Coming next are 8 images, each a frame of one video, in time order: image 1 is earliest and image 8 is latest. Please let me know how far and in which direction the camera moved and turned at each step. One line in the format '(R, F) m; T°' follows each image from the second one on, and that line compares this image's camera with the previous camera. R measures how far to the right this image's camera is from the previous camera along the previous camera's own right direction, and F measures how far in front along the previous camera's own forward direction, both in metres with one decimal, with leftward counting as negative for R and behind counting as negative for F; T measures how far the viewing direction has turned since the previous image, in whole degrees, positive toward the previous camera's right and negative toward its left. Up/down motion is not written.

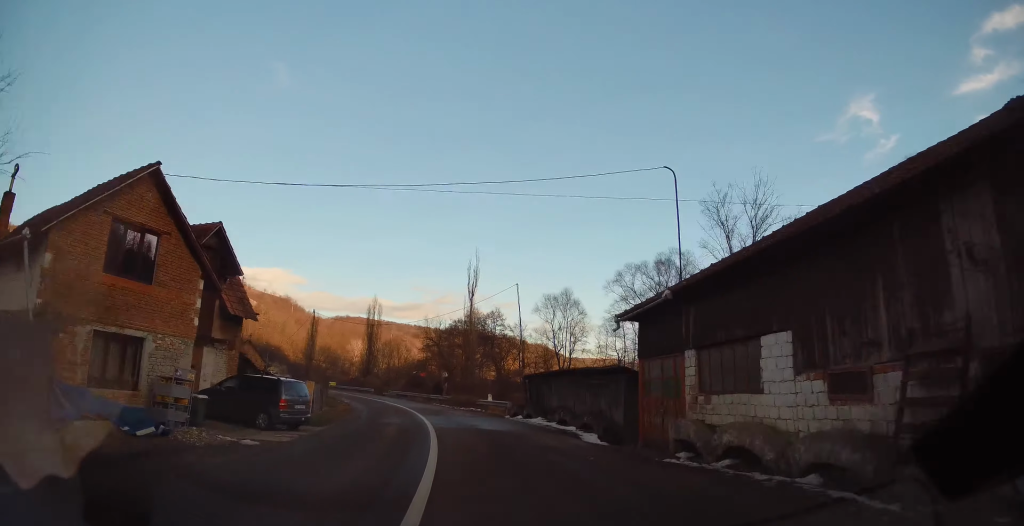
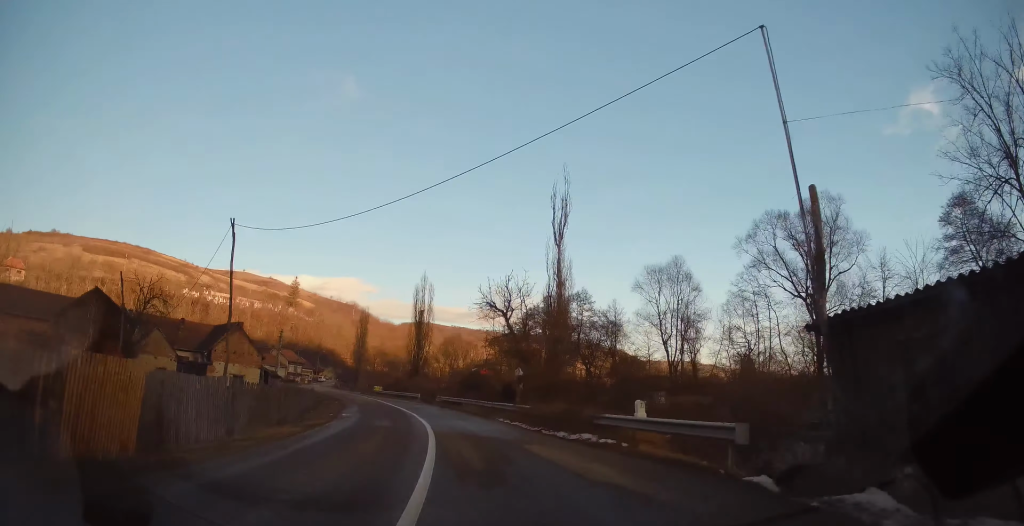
(-1.0, +21.4) m; -7°
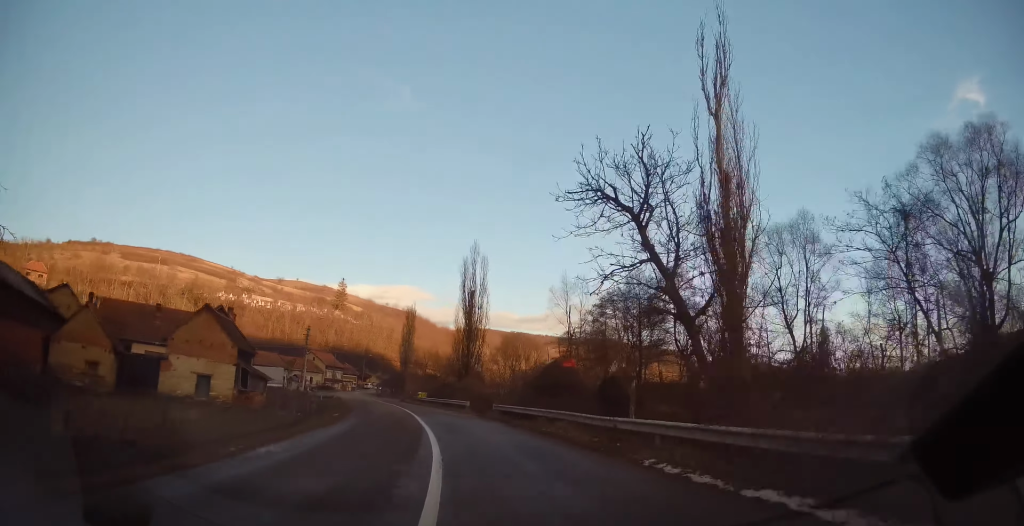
(-1.1, +16.8) m; -6°
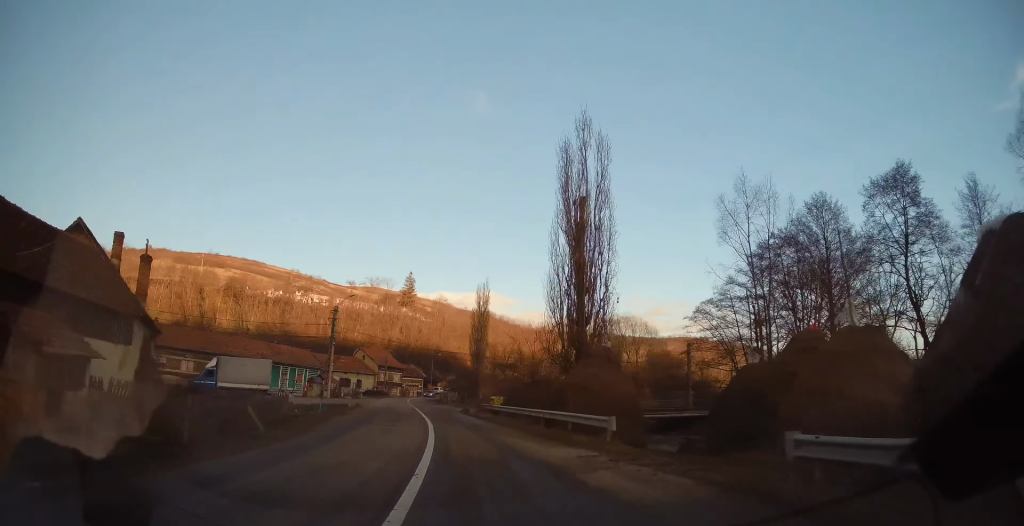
(-1.9, +25.2) m; -8°
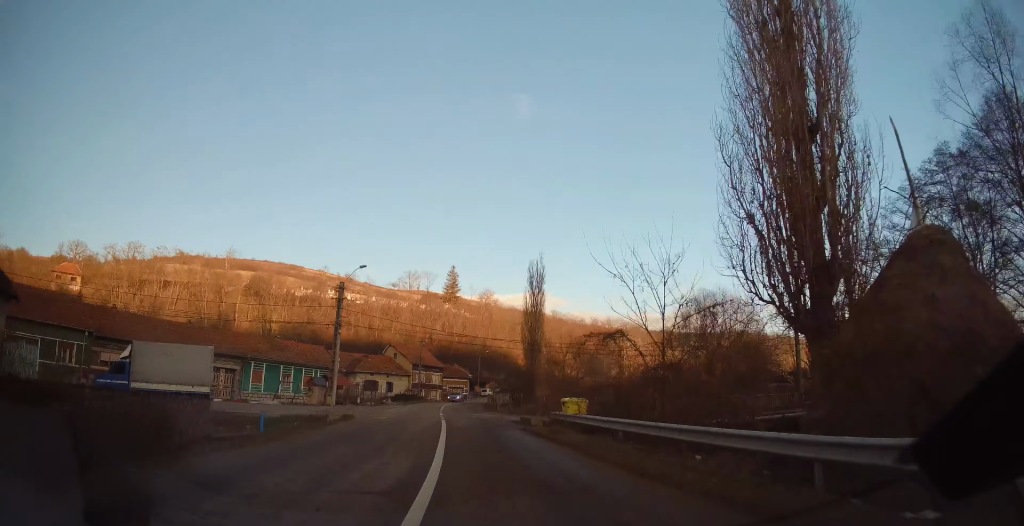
(-0.7, +16.2) m; -3°
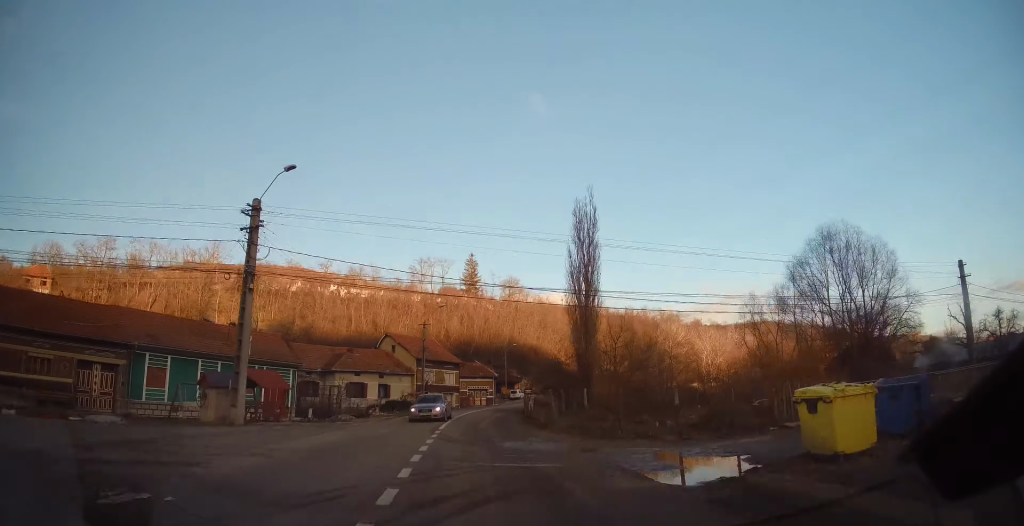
(-0.4, +21.7) m; -2°
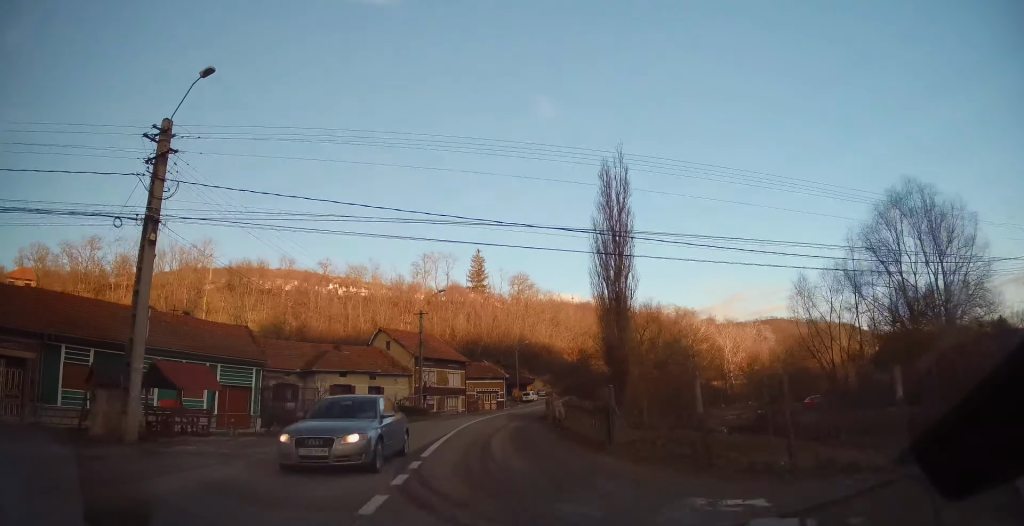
(-0.1, +8.7) m; -1°
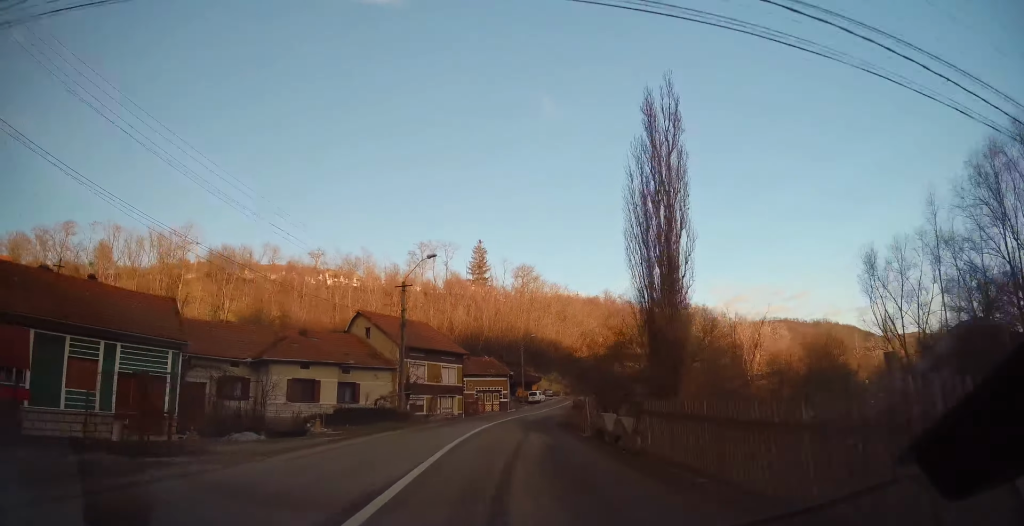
(0.0, +10.0) m; +1°
